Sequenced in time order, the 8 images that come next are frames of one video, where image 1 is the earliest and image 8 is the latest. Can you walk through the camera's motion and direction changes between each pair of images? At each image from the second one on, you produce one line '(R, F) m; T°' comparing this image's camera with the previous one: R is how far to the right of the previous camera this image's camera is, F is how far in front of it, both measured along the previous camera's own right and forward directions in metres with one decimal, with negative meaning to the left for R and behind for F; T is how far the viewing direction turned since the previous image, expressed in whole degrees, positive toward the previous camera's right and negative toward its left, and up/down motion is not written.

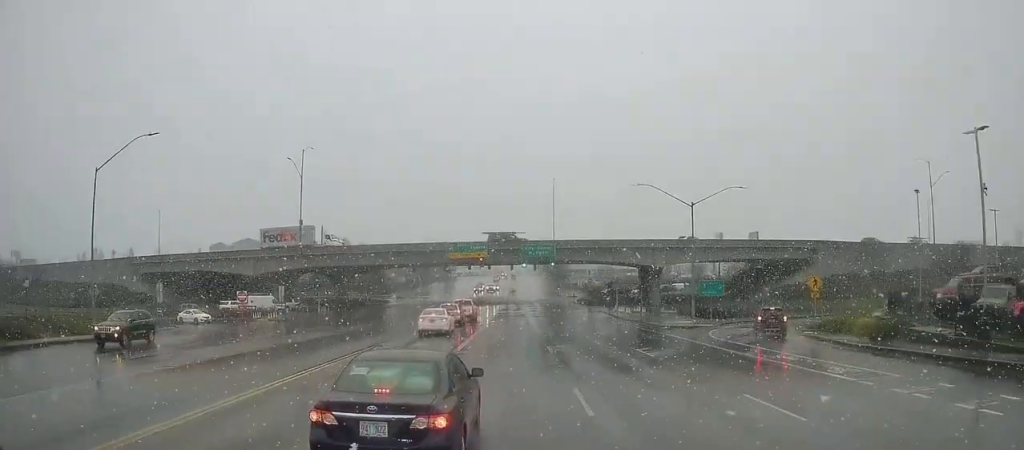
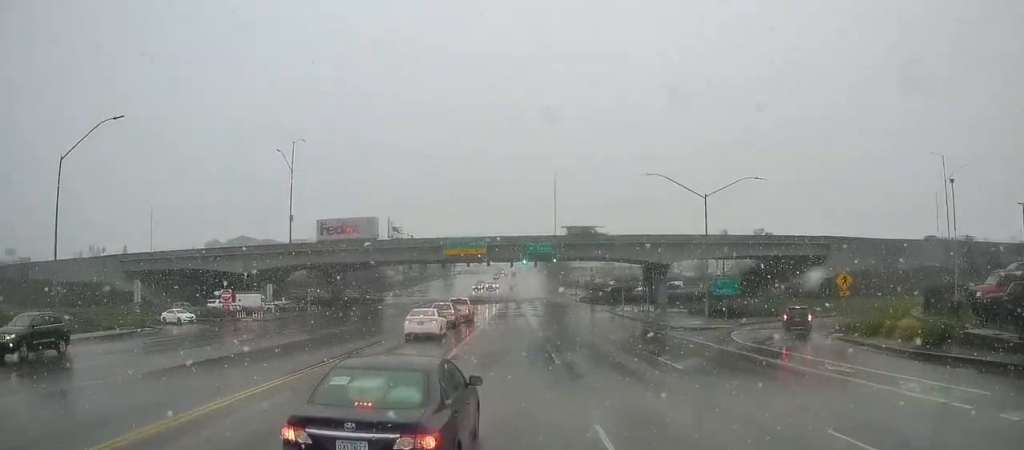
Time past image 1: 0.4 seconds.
(0.0, +5.3) m; 0°
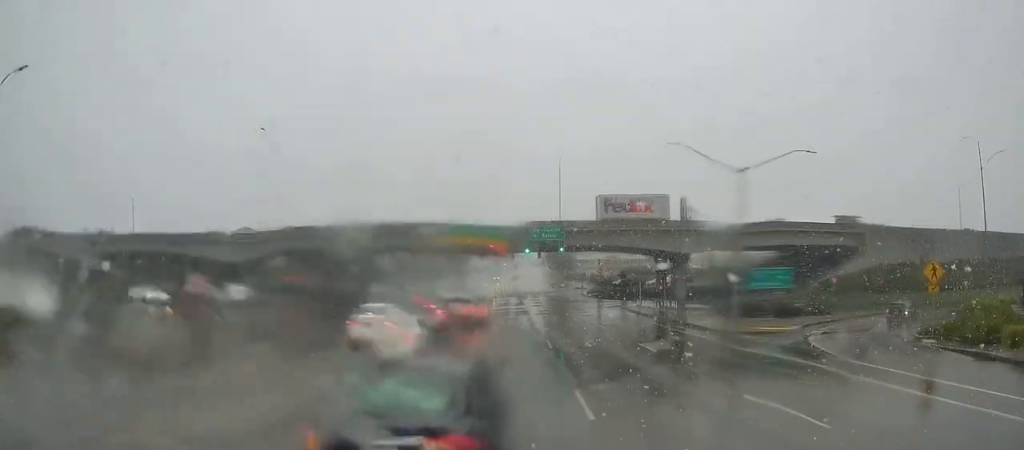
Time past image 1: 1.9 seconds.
(-0.3, +13.8) m; -4°
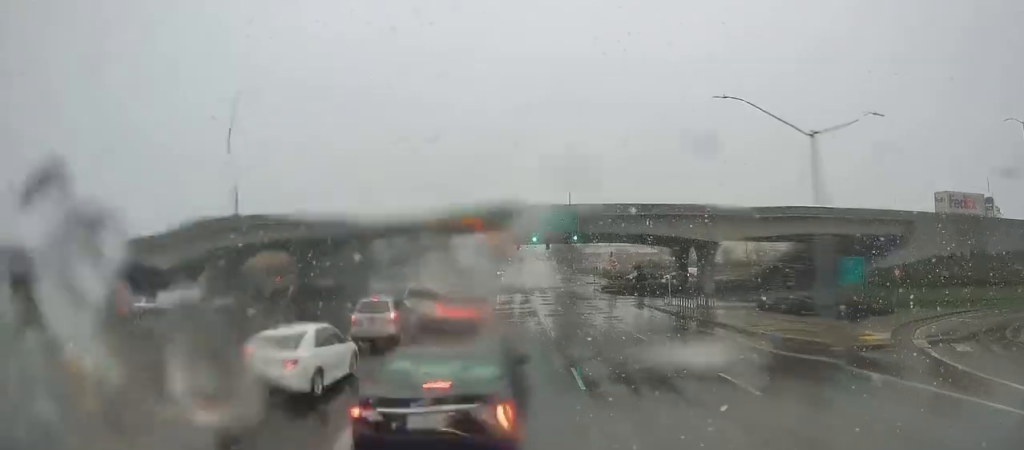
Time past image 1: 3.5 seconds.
(-0.1, +9.6) m; -2°
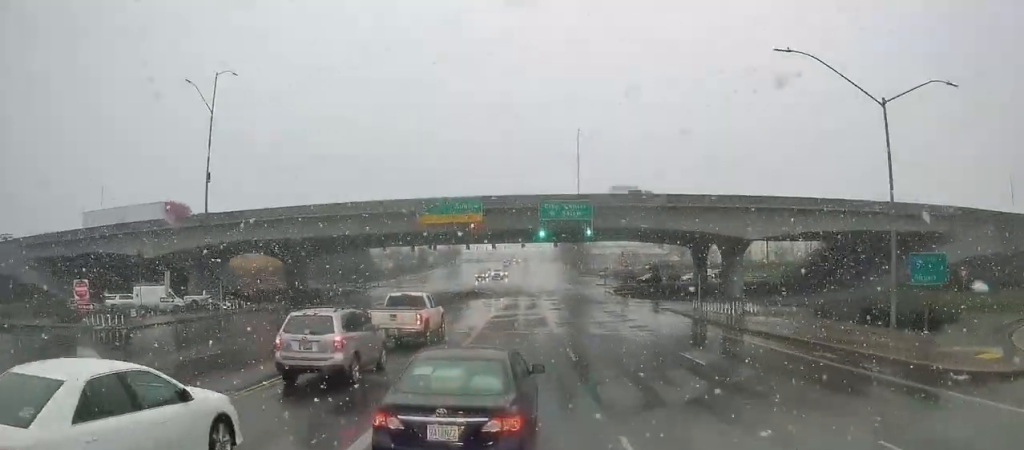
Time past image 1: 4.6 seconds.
(-0.4, +6.2) m; +1°
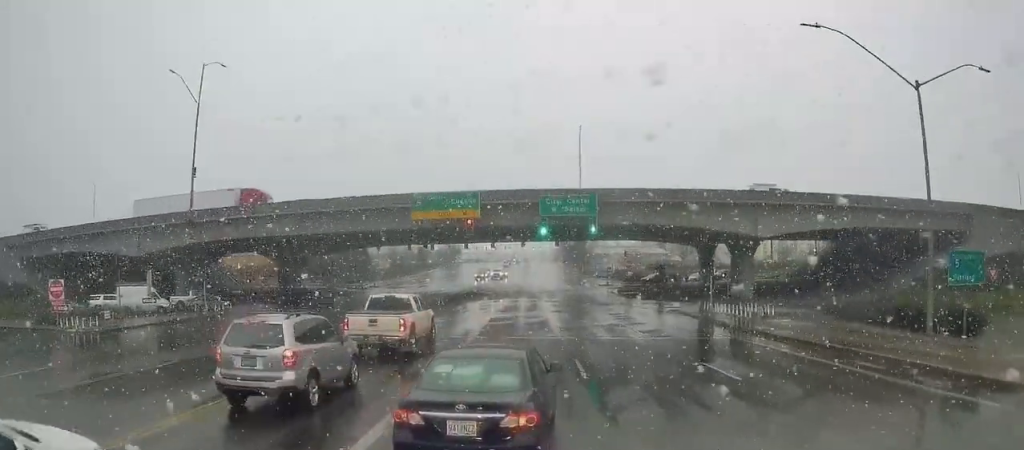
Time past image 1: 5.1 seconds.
(+0.2, +2.9) m; 0°
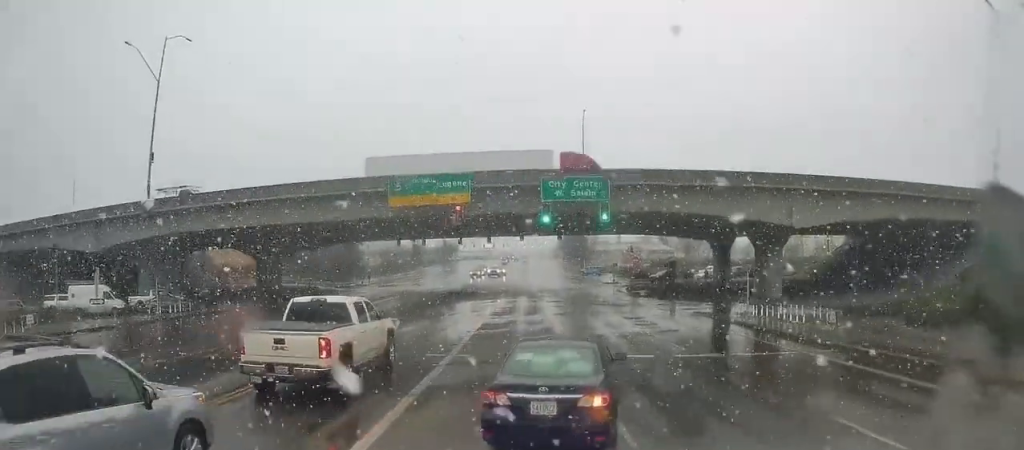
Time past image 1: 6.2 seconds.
(-0.1, +7.5) m; 0°
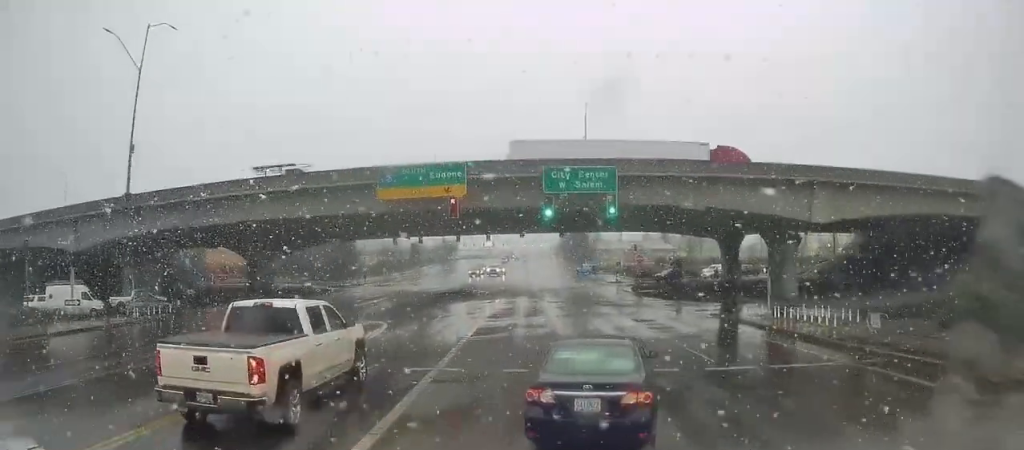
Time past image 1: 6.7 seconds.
(-0.1, +2.9) m; 0°
